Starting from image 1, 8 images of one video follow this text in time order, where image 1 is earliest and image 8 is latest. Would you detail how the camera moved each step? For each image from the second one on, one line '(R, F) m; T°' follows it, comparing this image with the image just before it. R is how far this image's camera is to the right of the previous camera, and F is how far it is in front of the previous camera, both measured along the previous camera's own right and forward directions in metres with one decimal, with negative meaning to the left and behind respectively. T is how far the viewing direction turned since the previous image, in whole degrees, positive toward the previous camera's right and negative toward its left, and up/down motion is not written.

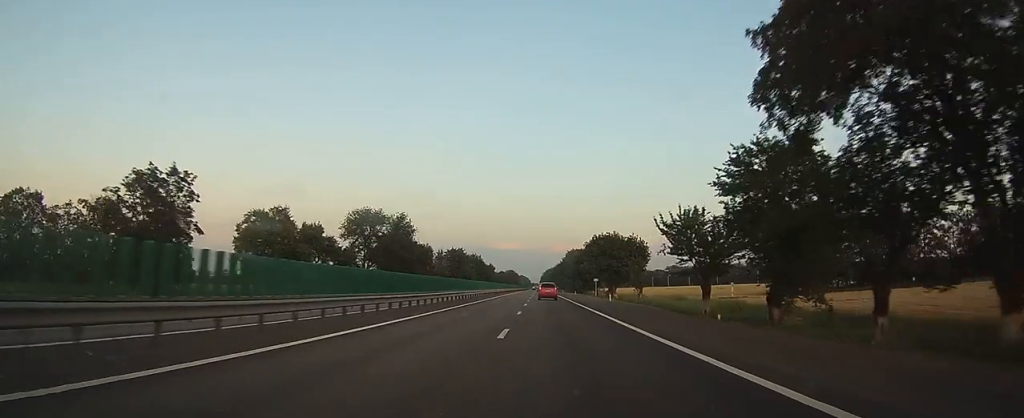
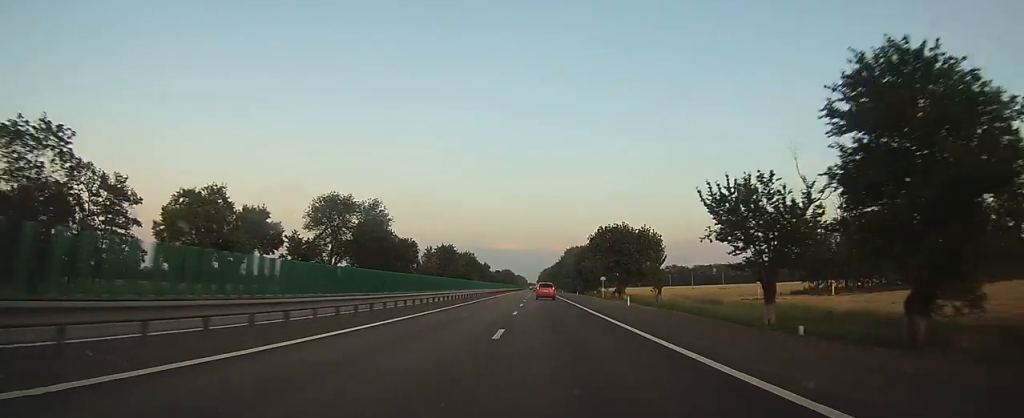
(0.0, +12.2) m; 0°
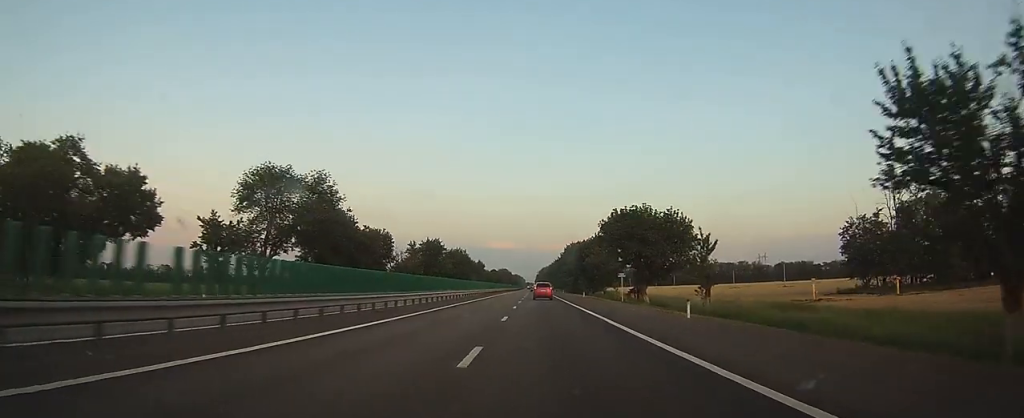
(0.0, +16.9) m; 0°
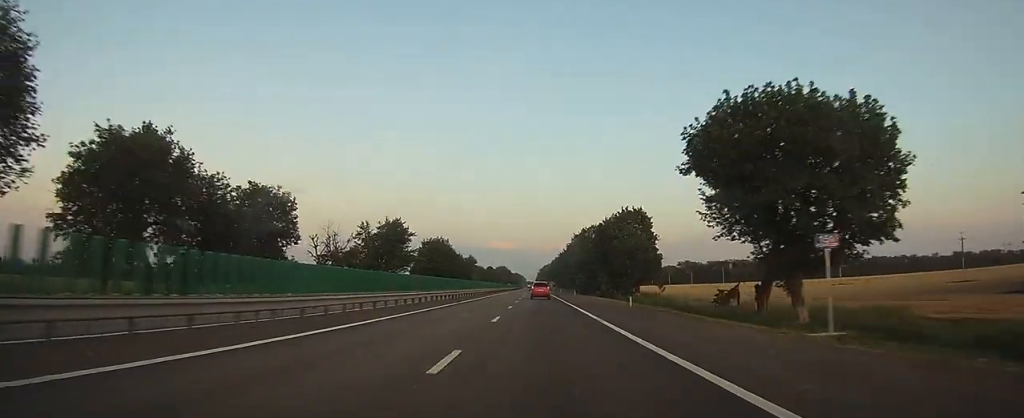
(+0.2, +36.5) m; 0°
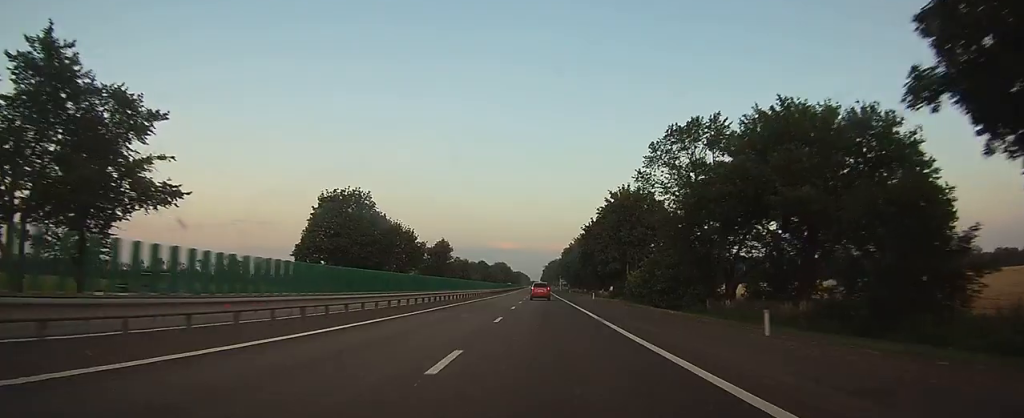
(0.0, +67.4) m; 0°
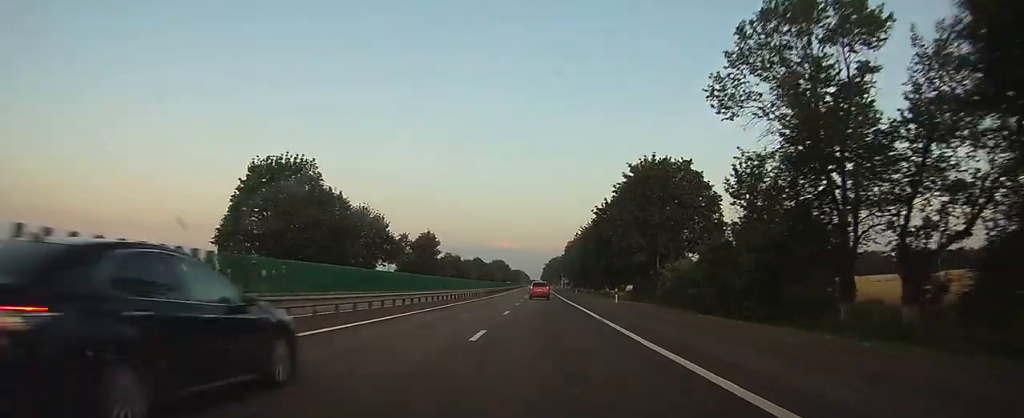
(0.0, +16.6) m; 0°
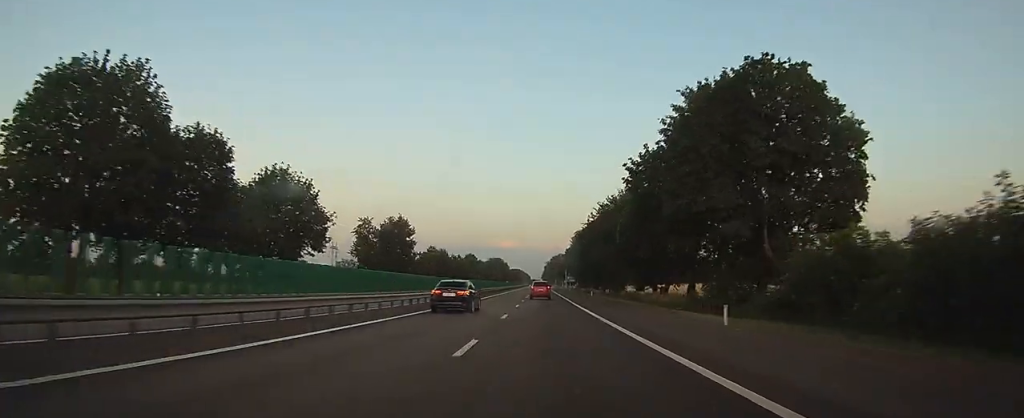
(-0.1, +23.4) m; 0°
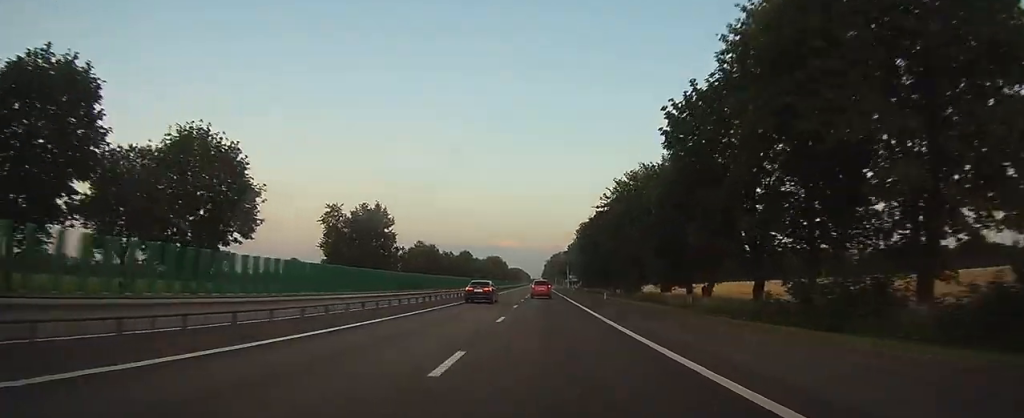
(0.0, +13.5) m; 0°
